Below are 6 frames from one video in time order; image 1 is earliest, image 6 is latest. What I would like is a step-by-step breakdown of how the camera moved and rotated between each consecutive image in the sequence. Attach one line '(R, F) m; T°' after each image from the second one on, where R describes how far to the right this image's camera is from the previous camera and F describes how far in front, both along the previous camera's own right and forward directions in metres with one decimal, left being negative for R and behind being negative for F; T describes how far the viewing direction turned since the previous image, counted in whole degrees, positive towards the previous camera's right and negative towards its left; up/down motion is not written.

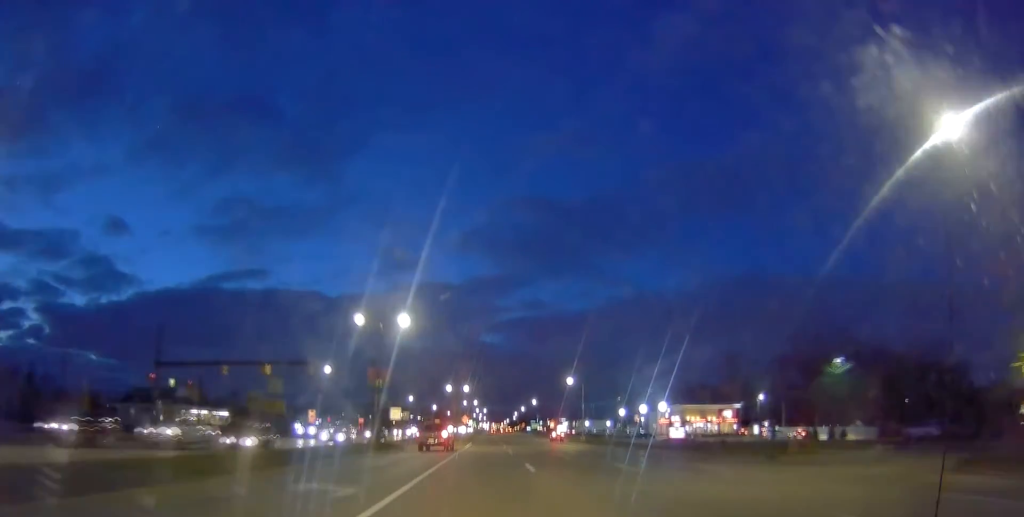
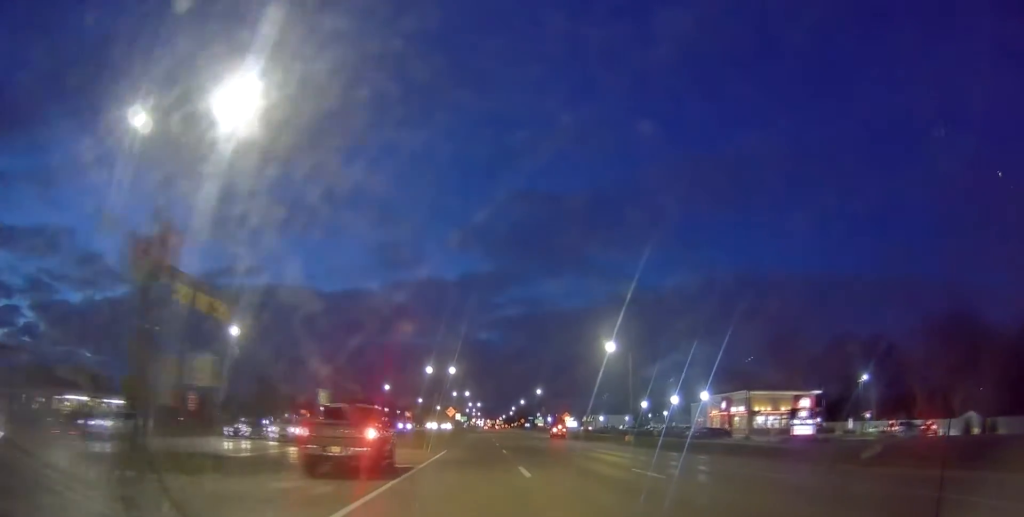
(-1.5, +35.8) m; -1°
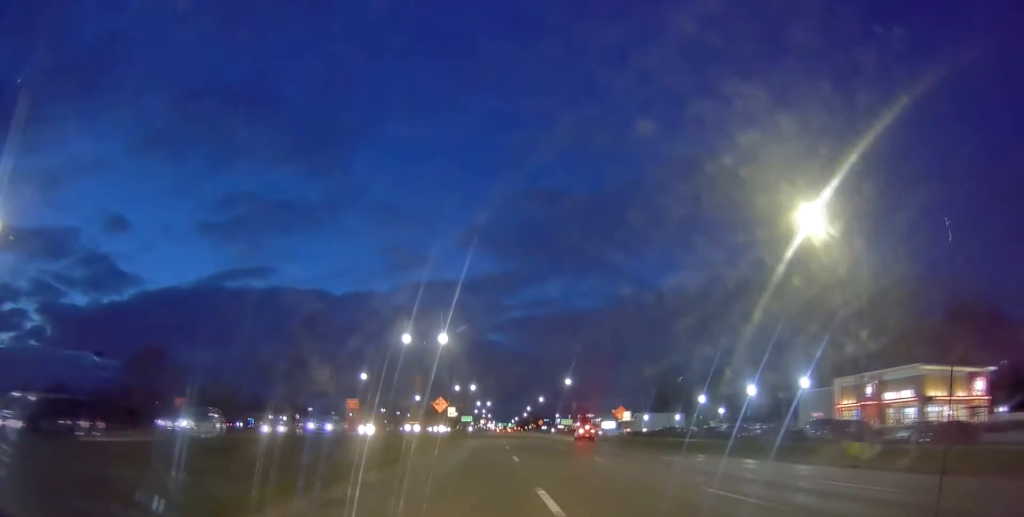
(+0.3, +40.8) m; -1°
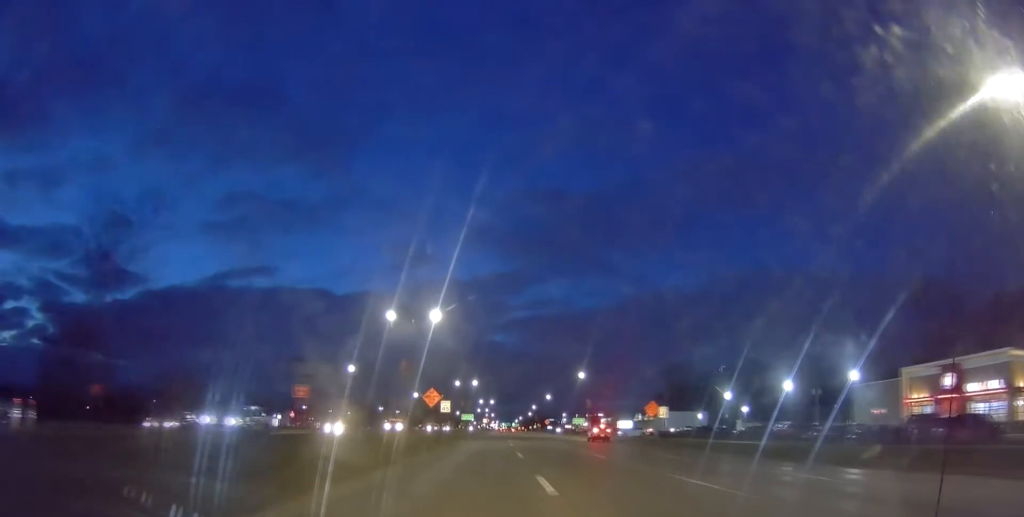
(+0.2, +13.7) m; 0°
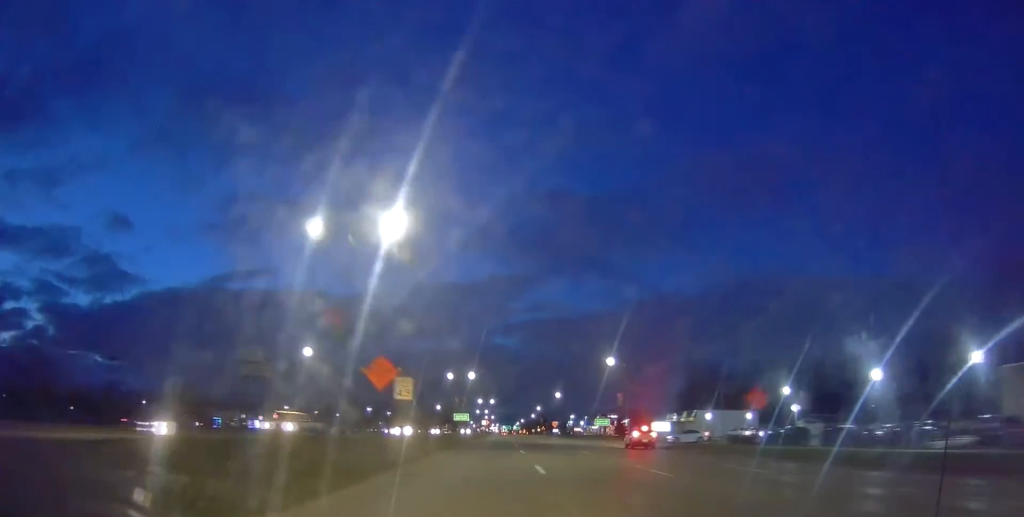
(-0.3, +26.2) m; 0°
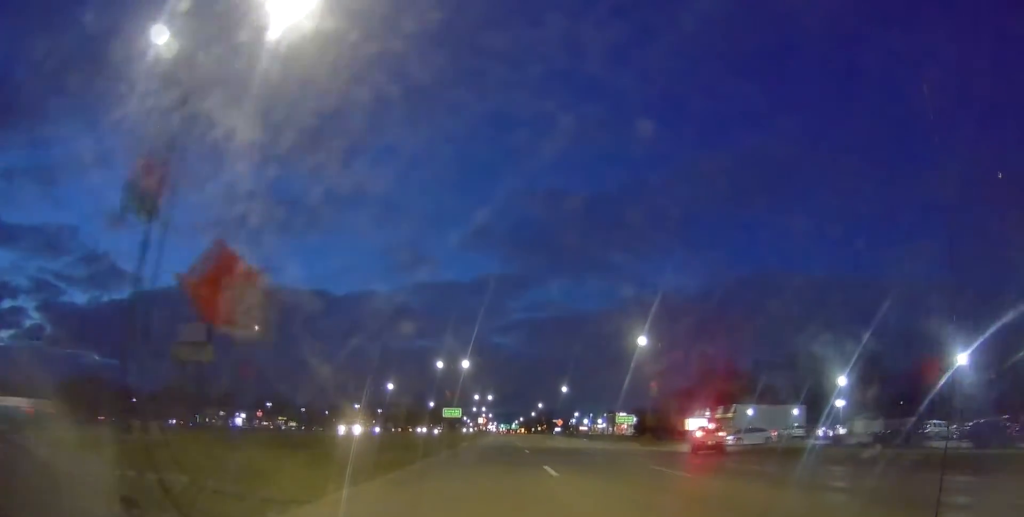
(+0.3, +18.1) m; 0°
